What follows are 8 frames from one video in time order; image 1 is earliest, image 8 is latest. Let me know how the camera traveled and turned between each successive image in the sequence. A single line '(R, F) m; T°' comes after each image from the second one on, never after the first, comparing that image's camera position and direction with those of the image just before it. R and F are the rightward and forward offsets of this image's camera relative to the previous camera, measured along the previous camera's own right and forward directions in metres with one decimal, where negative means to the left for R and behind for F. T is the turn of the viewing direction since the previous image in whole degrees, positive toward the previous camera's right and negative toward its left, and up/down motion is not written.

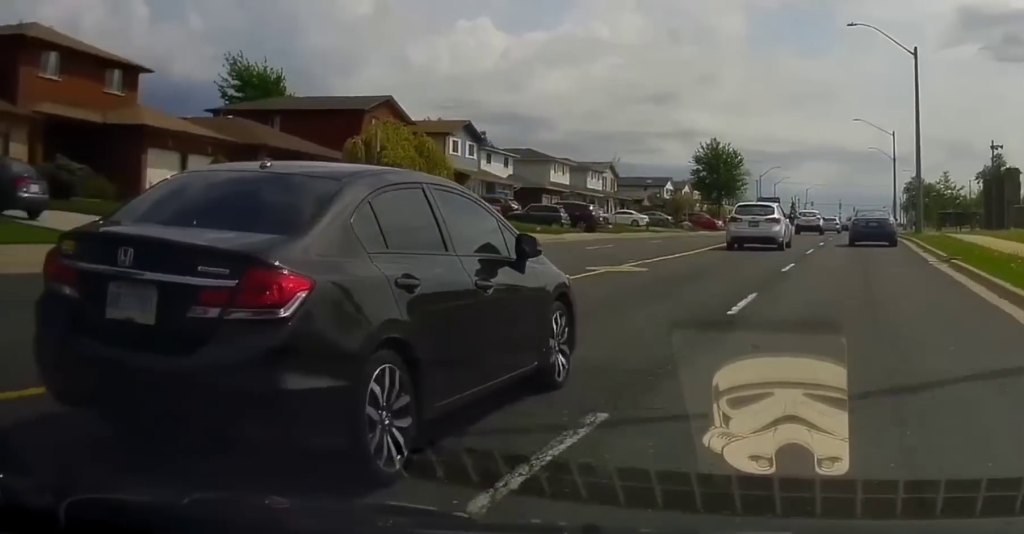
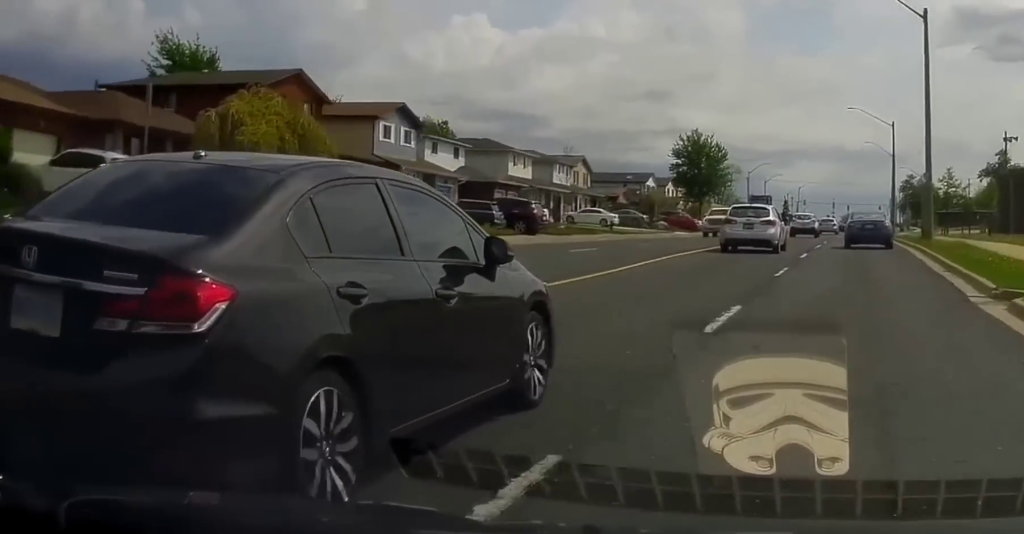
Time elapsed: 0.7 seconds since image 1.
(+0.2, +10.2) m; 0°
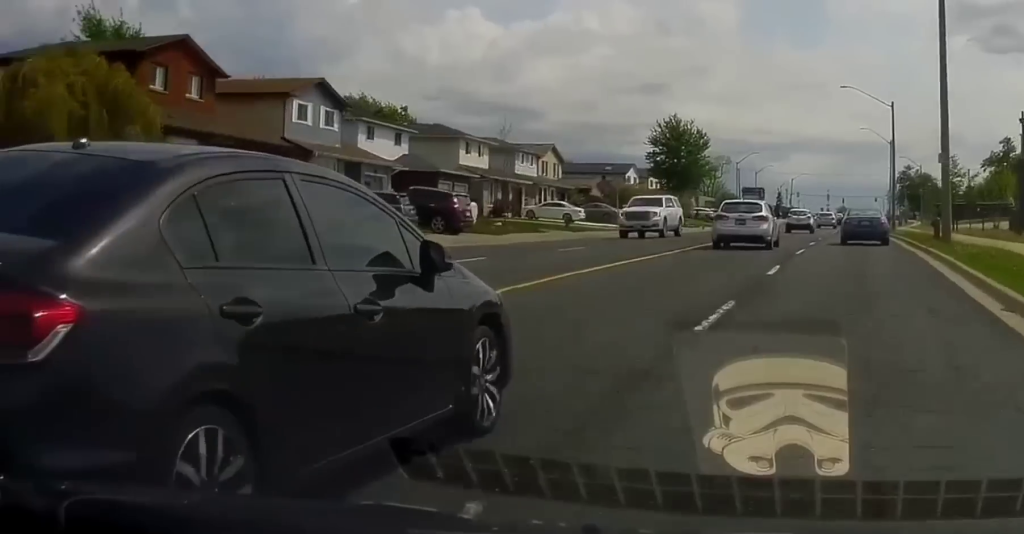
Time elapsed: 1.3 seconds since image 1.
(+0.1, +9.2) m; 0°
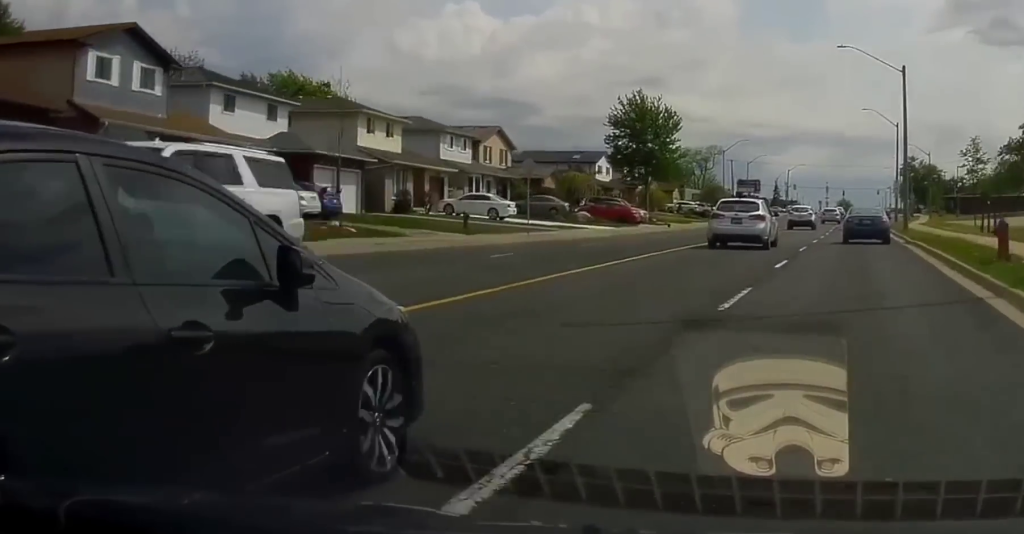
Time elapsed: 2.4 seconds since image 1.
(-0.2, +16.9) m; 0°
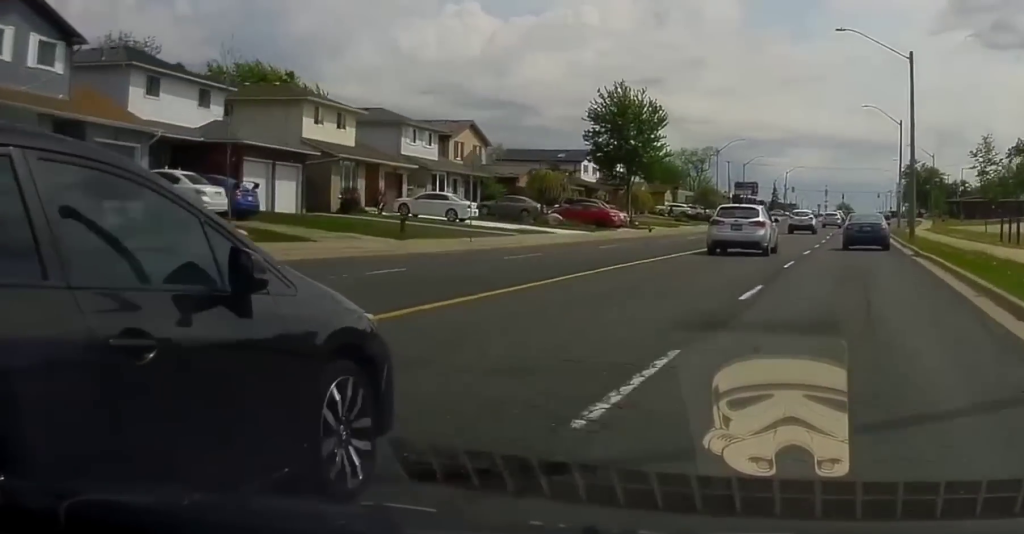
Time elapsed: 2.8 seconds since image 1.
(0.0, +6.7) m; +1°
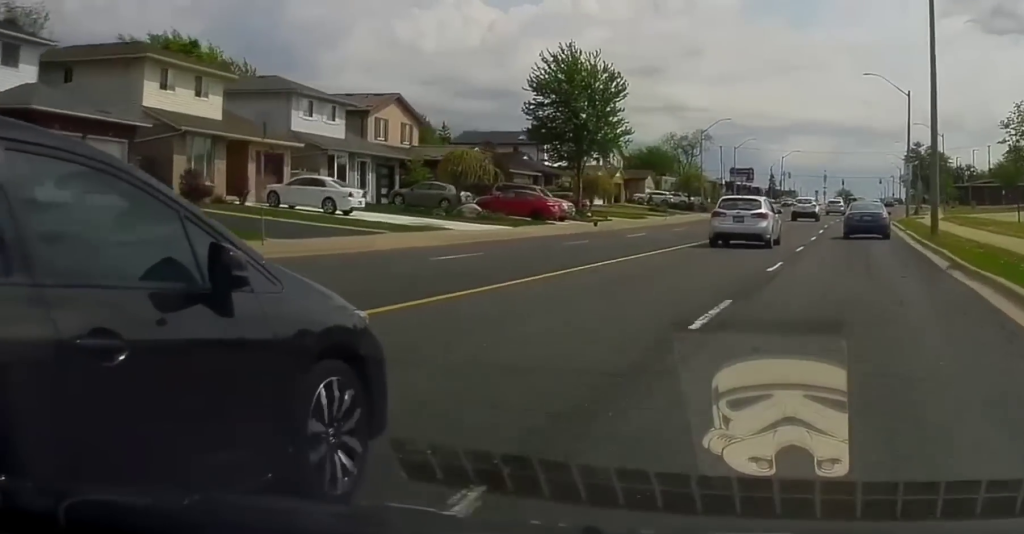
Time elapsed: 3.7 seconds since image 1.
(+0.2, +14.3) m; +1°
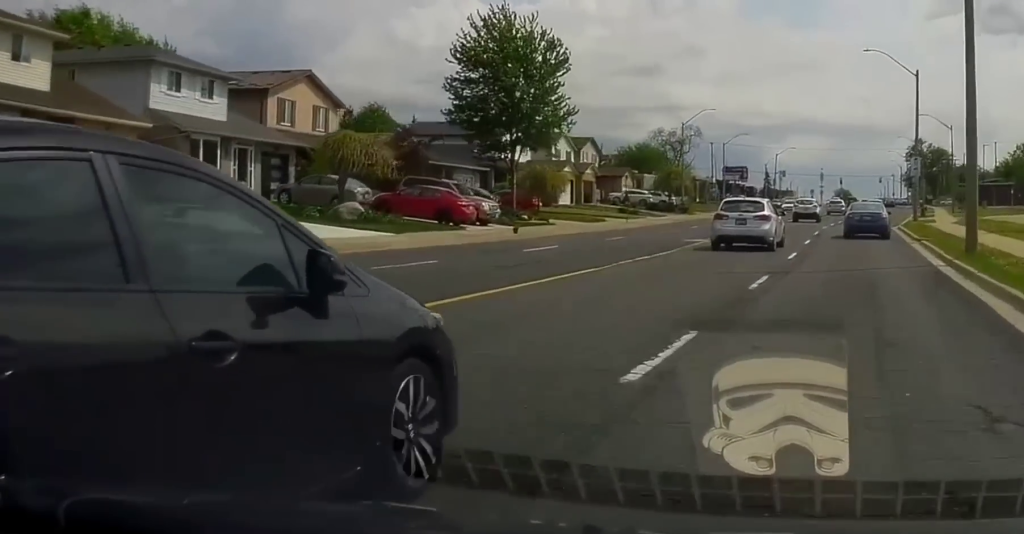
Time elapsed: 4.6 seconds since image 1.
(0.0, +12.7) m; -1°
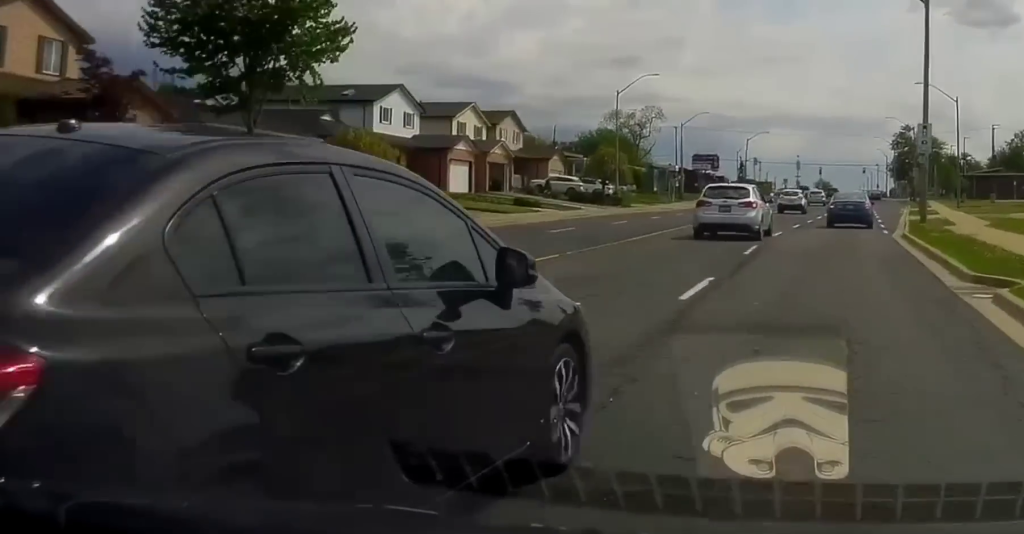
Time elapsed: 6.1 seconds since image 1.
(-0.7, +22.9) m; 0°
